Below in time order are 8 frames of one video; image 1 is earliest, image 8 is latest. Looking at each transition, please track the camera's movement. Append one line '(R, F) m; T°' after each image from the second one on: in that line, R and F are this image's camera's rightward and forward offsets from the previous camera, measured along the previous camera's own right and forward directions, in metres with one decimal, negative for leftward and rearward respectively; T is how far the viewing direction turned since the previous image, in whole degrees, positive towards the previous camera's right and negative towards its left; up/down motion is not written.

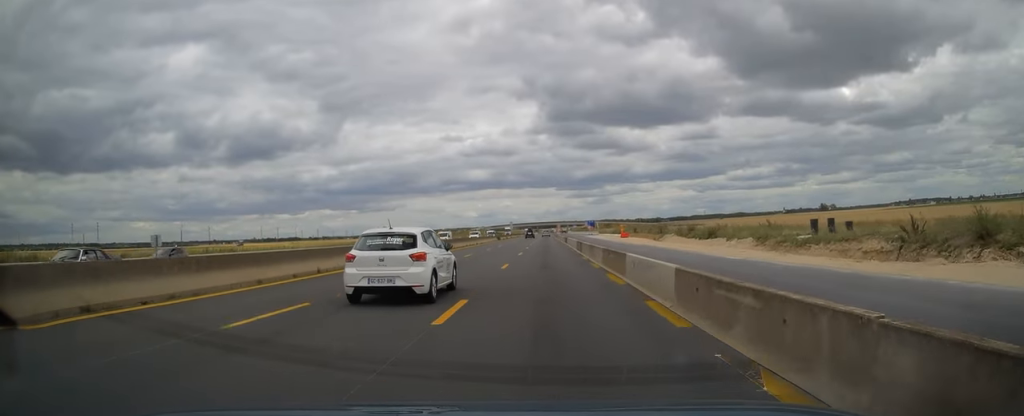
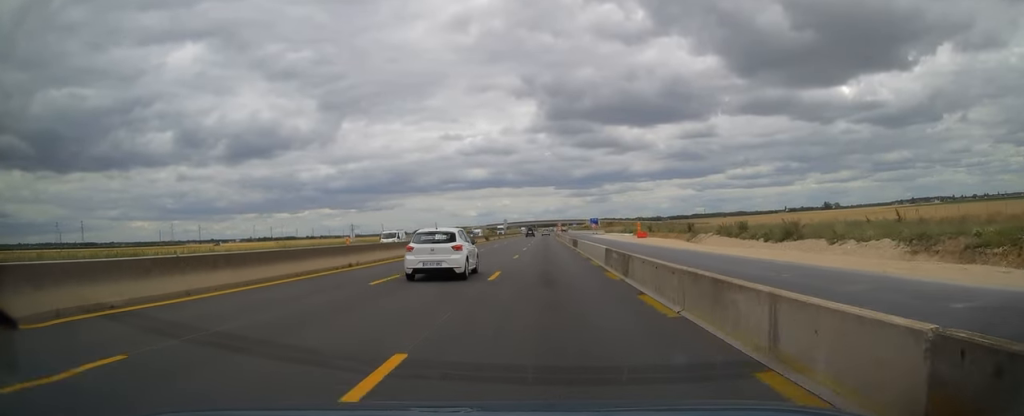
(+0.1, +18.7) m; 0°
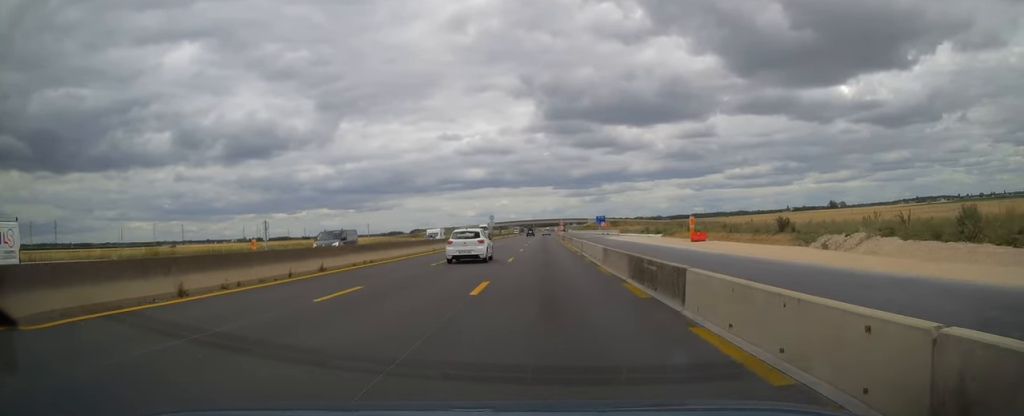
(0.0, +30.1) m; 0°
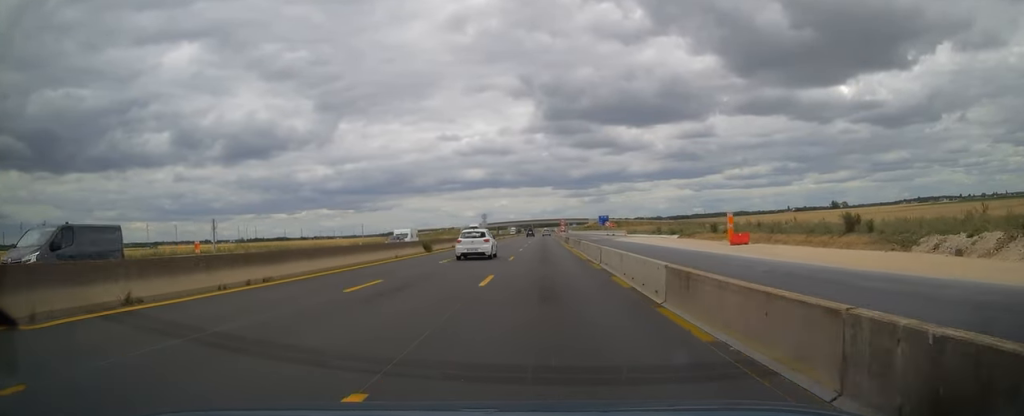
(0.0, +11.0) m; 0°
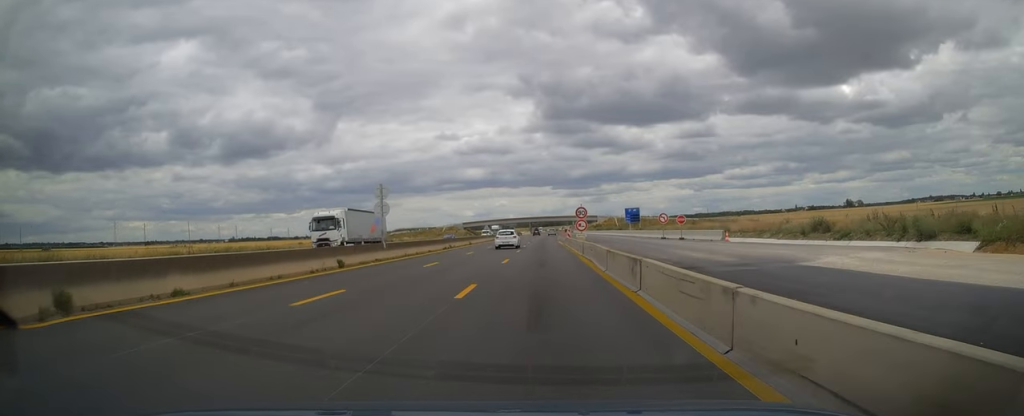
(+0.1, +54.9) m; 0°
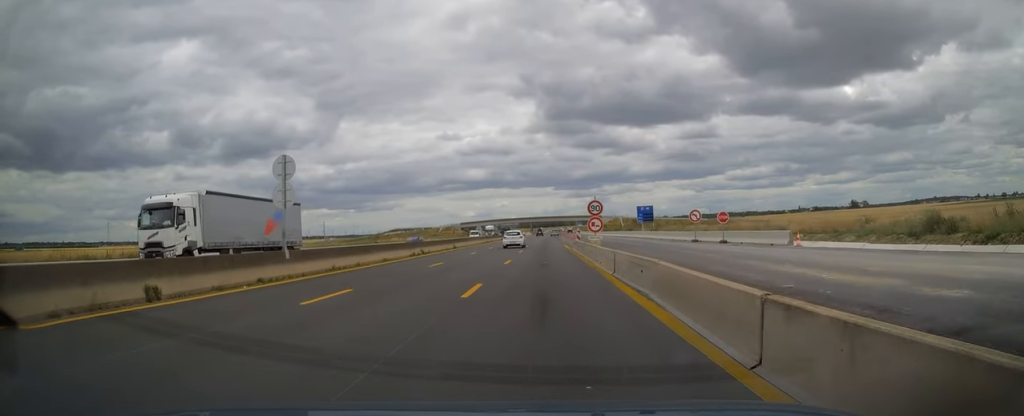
(-0.1, +12.7) m; 0°
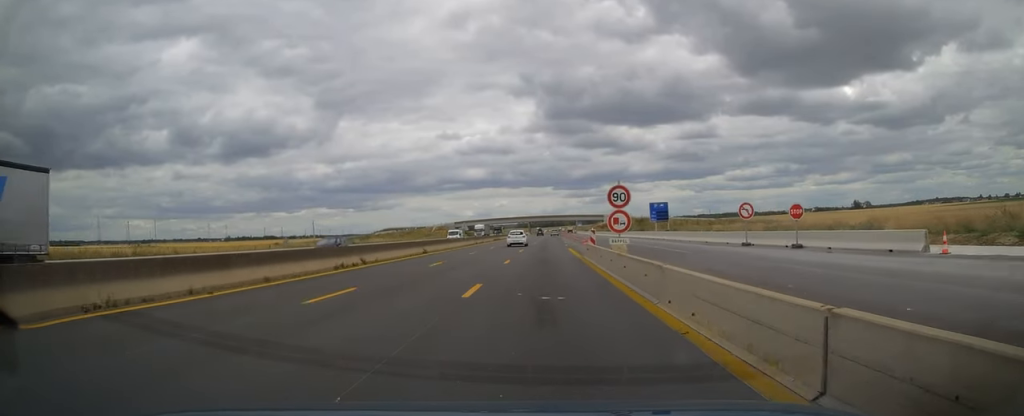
(+0.1, +13.1) m; 0°
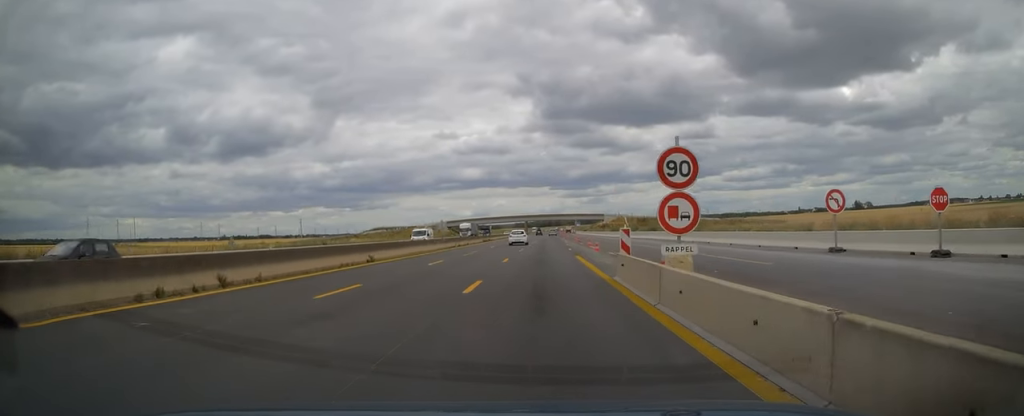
(0.0, +12.3) m; 0°
